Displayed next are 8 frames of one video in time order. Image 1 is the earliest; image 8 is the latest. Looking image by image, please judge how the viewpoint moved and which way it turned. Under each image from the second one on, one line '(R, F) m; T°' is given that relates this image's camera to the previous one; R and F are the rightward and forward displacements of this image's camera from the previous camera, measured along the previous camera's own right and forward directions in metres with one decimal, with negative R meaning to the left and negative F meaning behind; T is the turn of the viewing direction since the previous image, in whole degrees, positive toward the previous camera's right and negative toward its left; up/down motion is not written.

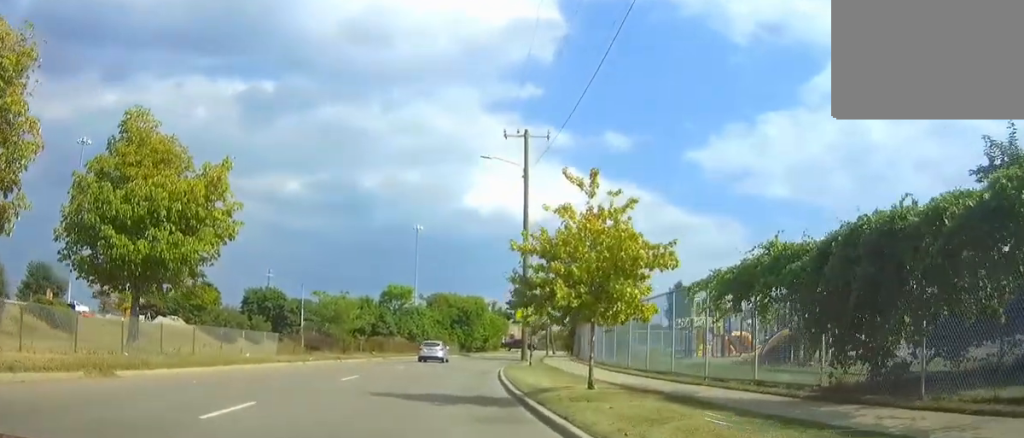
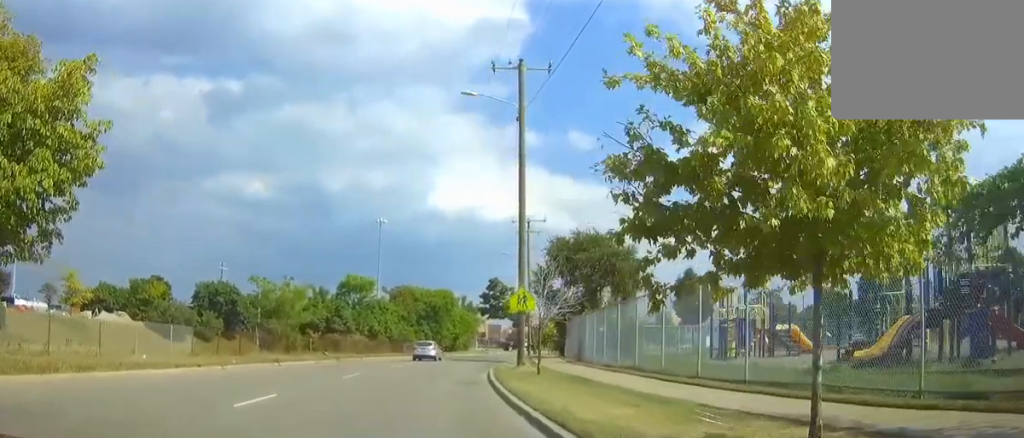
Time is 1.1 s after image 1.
(+0.3, +9.8) m; +4°
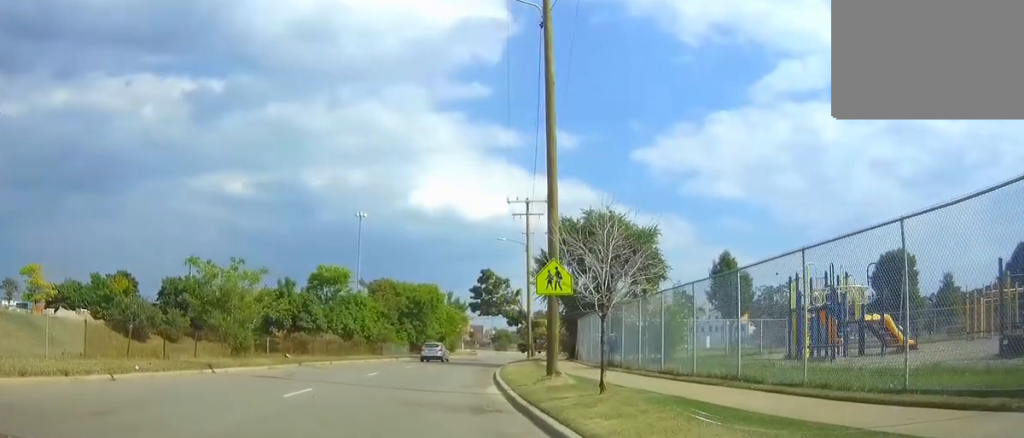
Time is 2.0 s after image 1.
(+0.3, +9.1) m; +3°
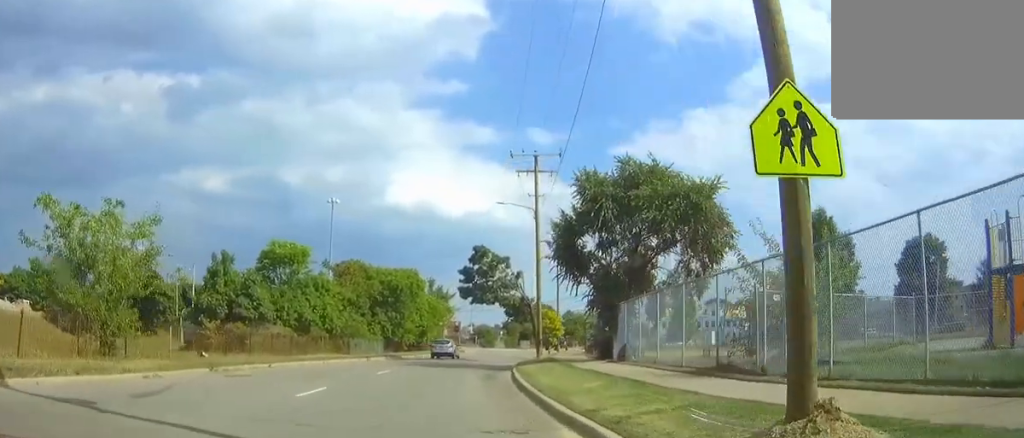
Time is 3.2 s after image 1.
(+0.3, +13.0) m; +3°
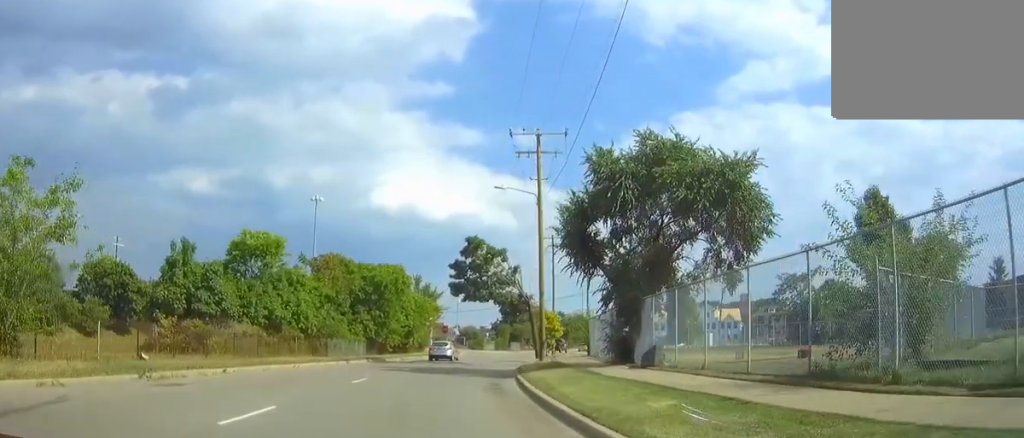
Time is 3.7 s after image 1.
(0.0, +5.5) m; +1°
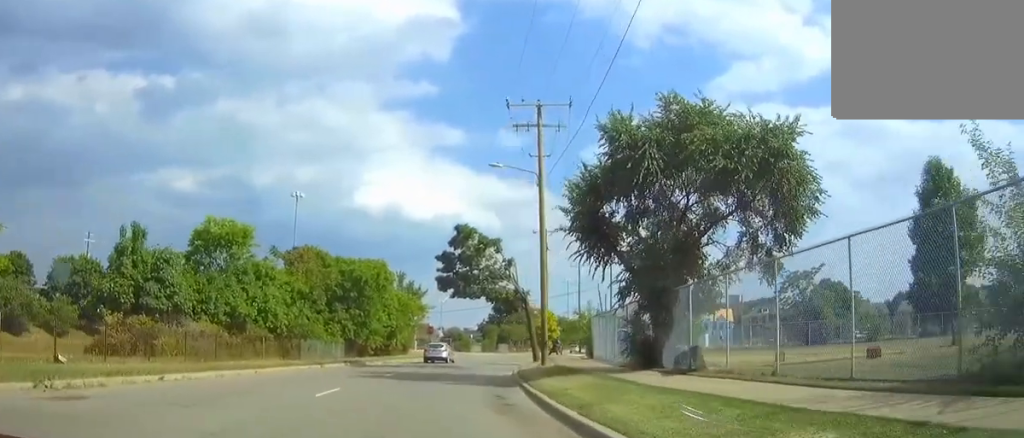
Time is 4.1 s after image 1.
(+0.2, +4.9) m; +2°
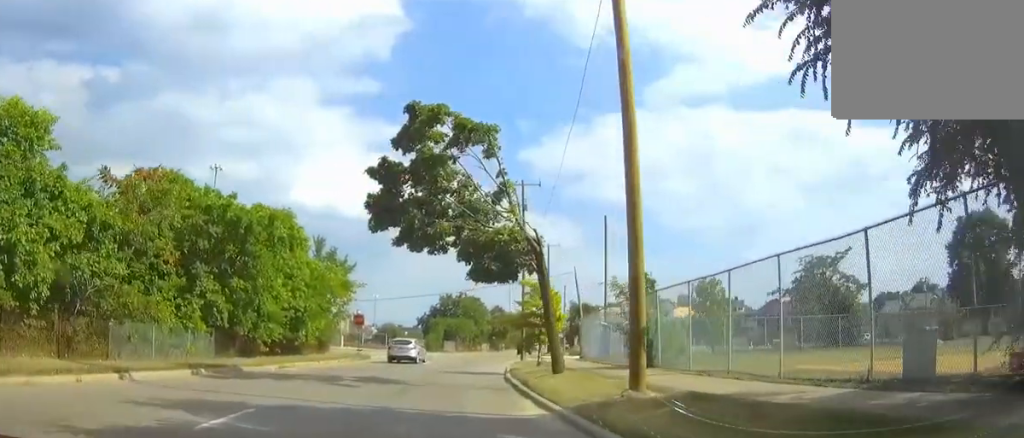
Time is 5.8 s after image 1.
(+0.9, +20.3) m; +5°
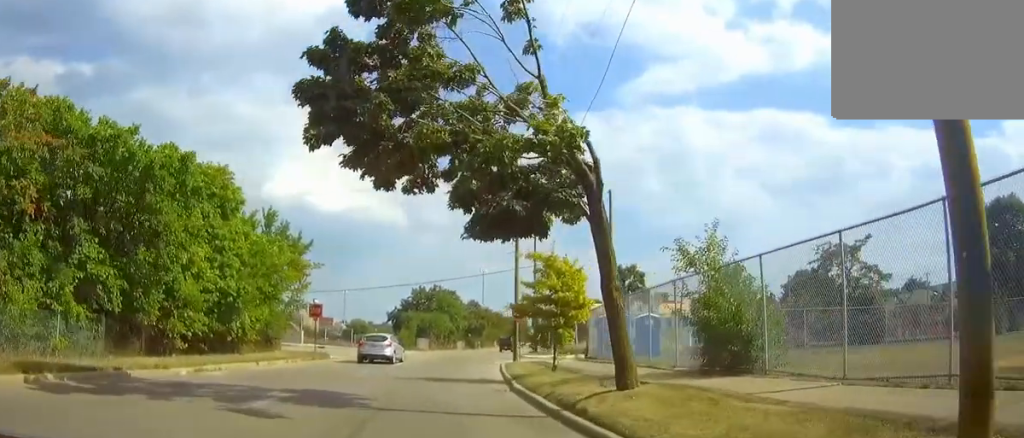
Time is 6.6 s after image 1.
(+0.1, +8.8) m; +2°
